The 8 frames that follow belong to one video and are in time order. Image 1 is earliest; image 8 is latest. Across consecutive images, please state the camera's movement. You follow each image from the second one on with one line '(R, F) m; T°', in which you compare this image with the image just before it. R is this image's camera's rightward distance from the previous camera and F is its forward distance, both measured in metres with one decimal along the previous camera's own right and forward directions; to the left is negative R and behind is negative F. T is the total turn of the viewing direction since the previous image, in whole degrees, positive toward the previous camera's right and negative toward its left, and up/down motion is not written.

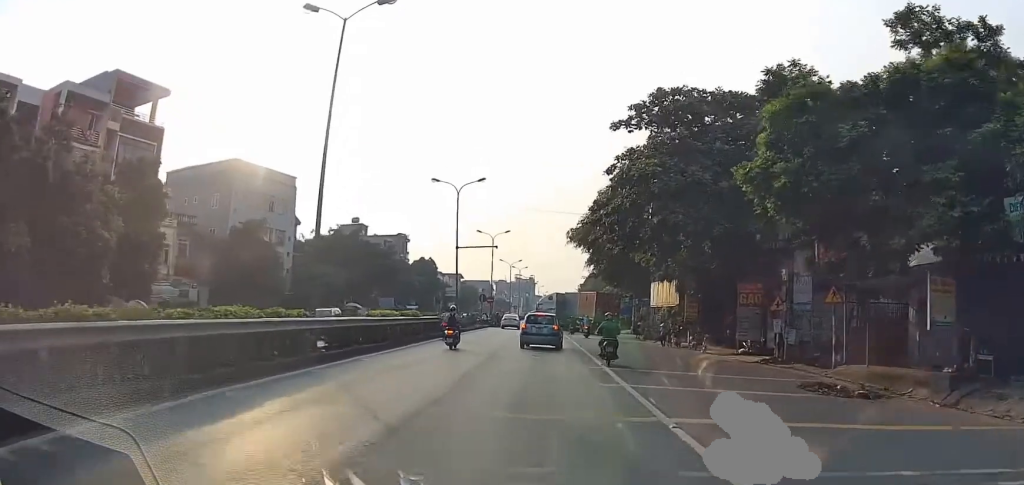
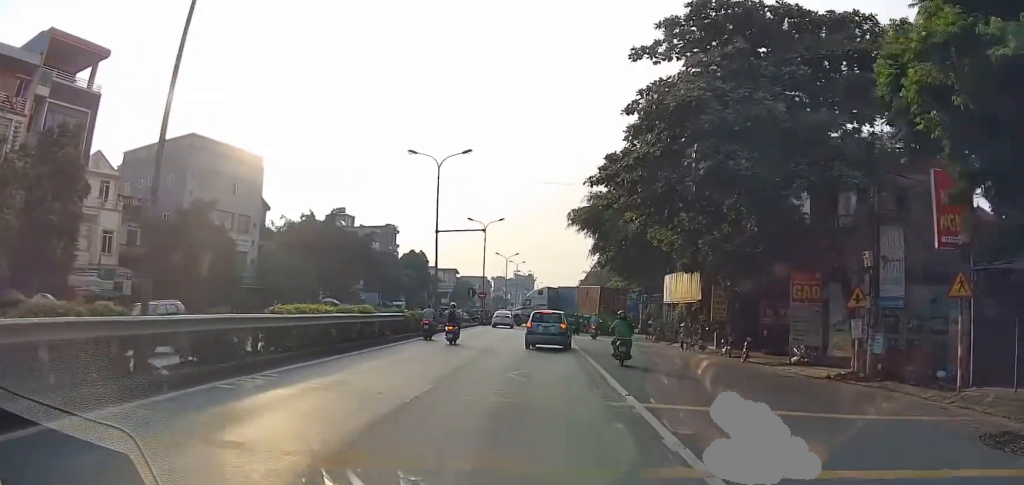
(+0.1, +8.4) m; +1°
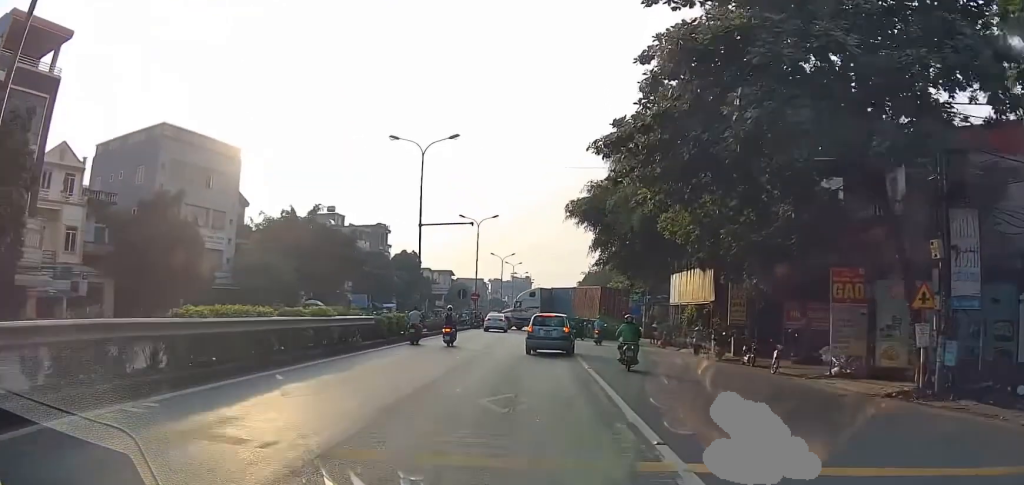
(0.0, +4.7) m; 0°
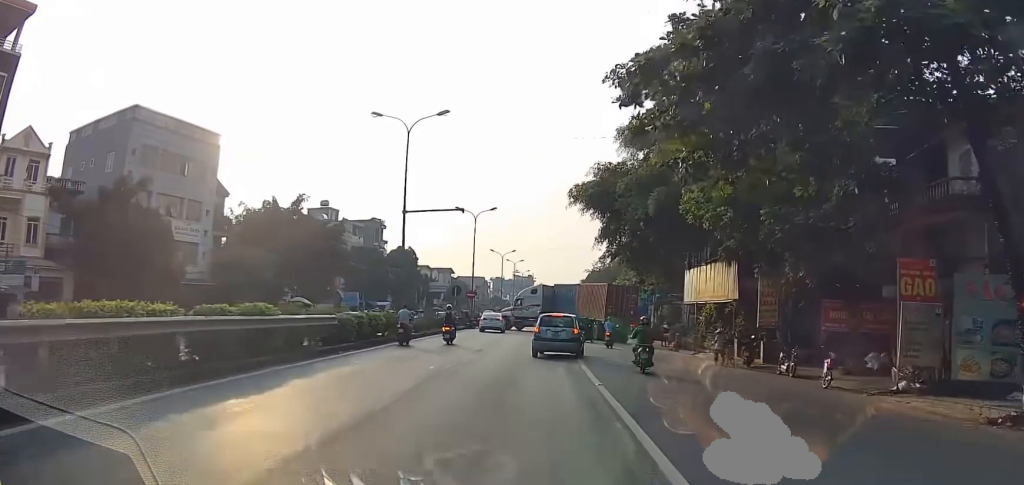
(0.0, +5.9) m; 0°
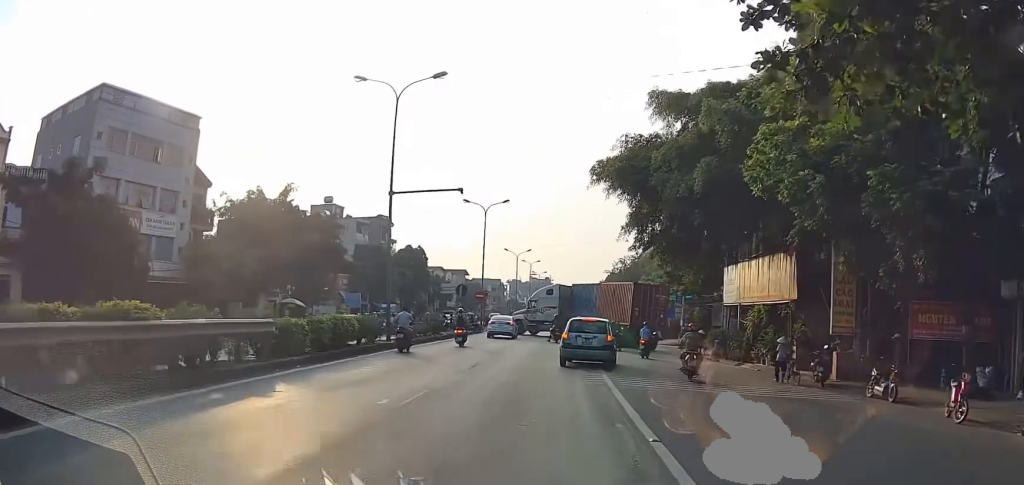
(0.0, +6.9) m; 0°
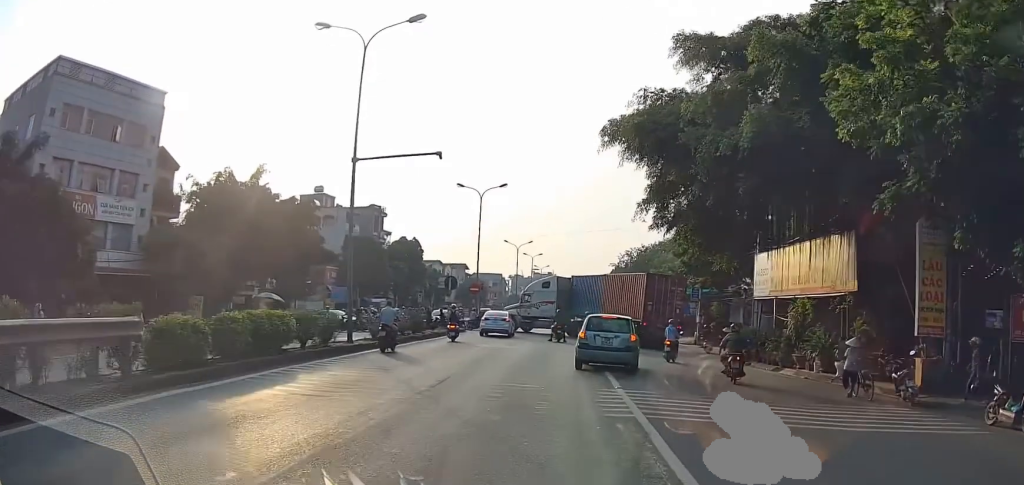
(0.0, +6.7) m; 0°
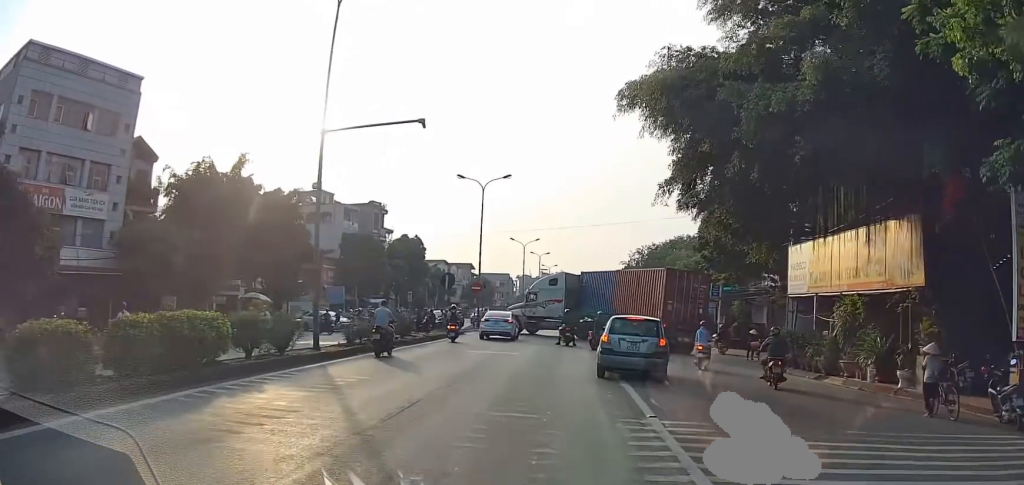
(0.0, +3.8) m; 0°
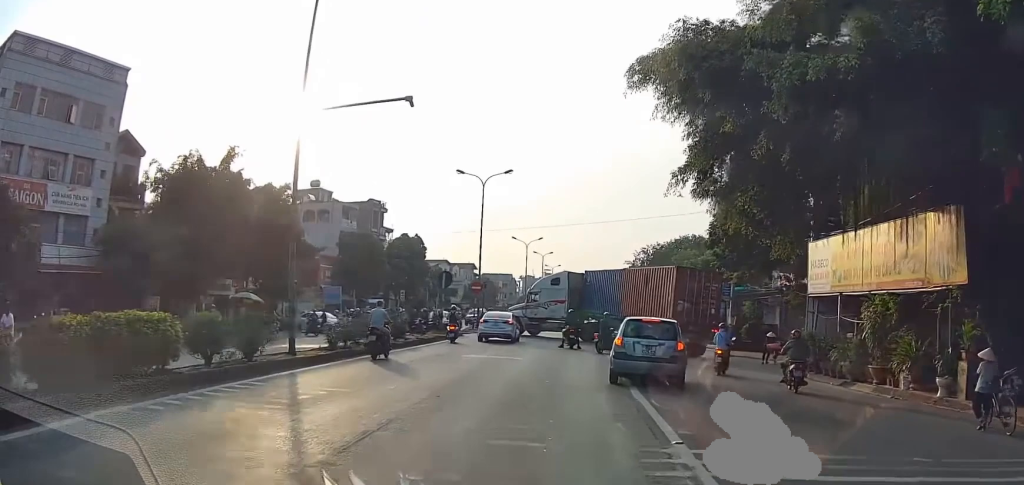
(0.0, +2.1) m; 0°
